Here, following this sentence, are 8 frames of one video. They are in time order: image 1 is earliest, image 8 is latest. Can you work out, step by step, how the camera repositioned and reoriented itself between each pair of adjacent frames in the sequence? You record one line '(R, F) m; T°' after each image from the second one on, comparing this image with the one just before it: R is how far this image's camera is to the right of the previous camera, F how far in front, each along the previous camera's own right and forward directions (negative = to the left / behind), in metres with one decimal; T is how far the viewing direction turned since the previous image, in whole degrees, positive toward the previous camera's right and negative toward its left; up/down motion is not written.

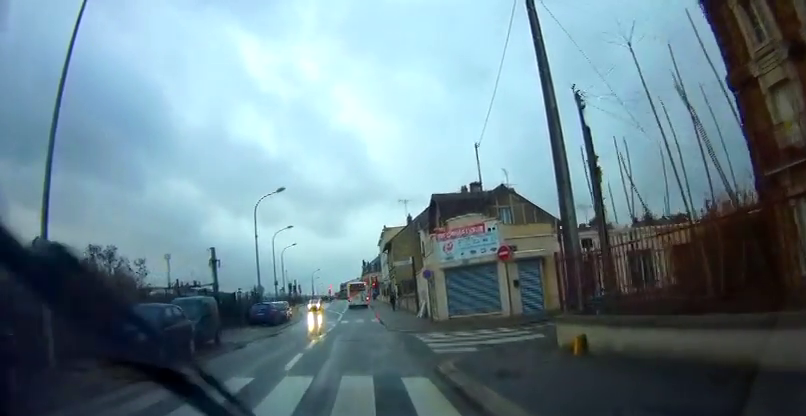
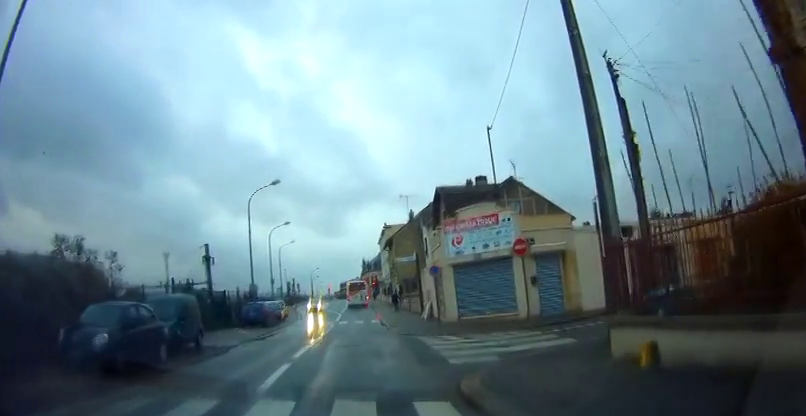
(0.0, +2.4) m; -2°
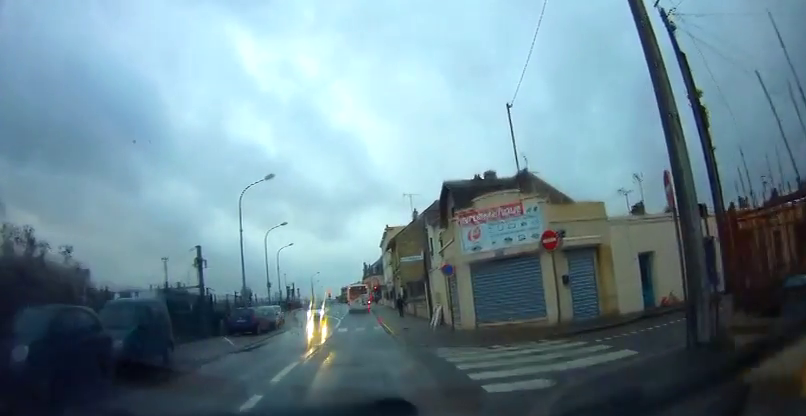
(+0.1, +3.0) m; -3°
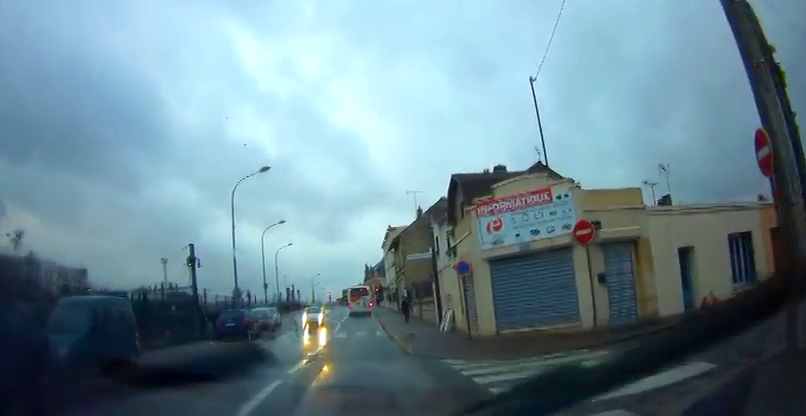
(-0.2, +2.4) m; +1°
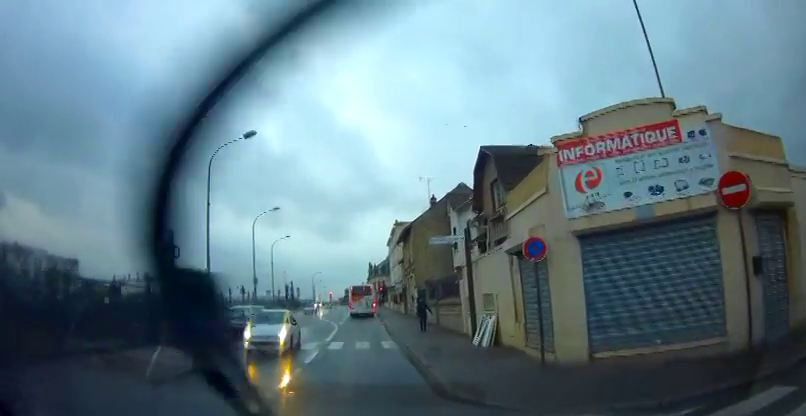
(+0.4, +5.7) m; +3°
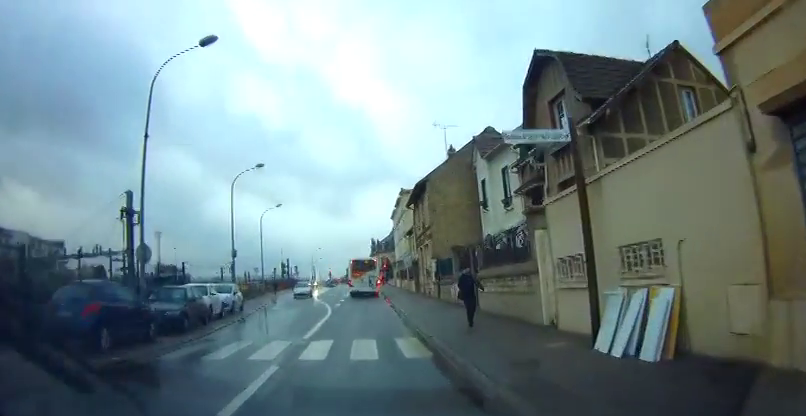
(-0.5, +7.3) m; -4°
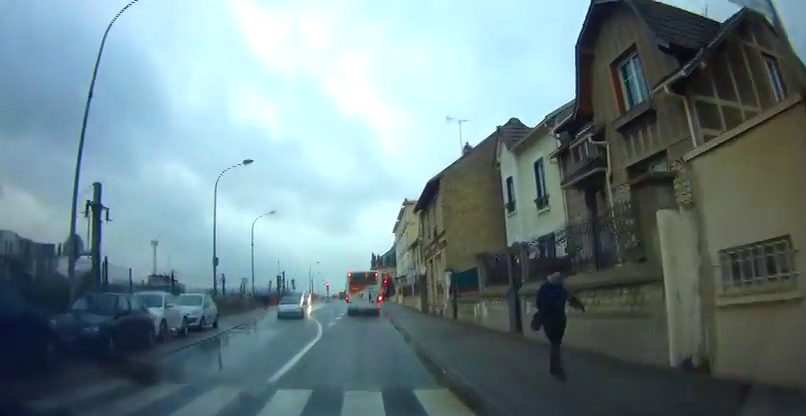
(-0.1, +4.5) m; +1°
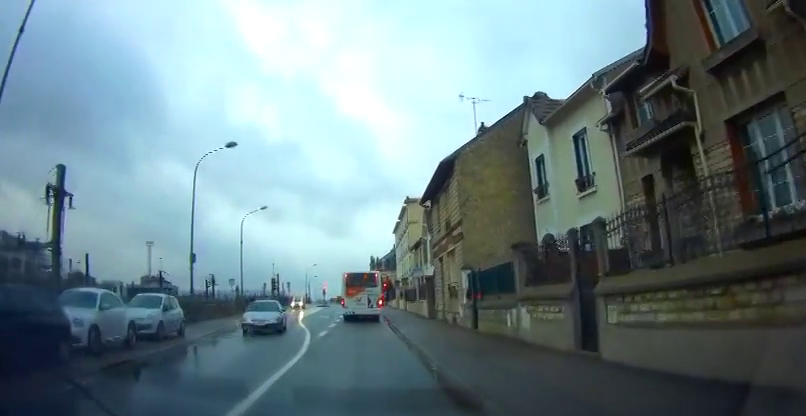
(+0.2, +4.2) m; 0°
